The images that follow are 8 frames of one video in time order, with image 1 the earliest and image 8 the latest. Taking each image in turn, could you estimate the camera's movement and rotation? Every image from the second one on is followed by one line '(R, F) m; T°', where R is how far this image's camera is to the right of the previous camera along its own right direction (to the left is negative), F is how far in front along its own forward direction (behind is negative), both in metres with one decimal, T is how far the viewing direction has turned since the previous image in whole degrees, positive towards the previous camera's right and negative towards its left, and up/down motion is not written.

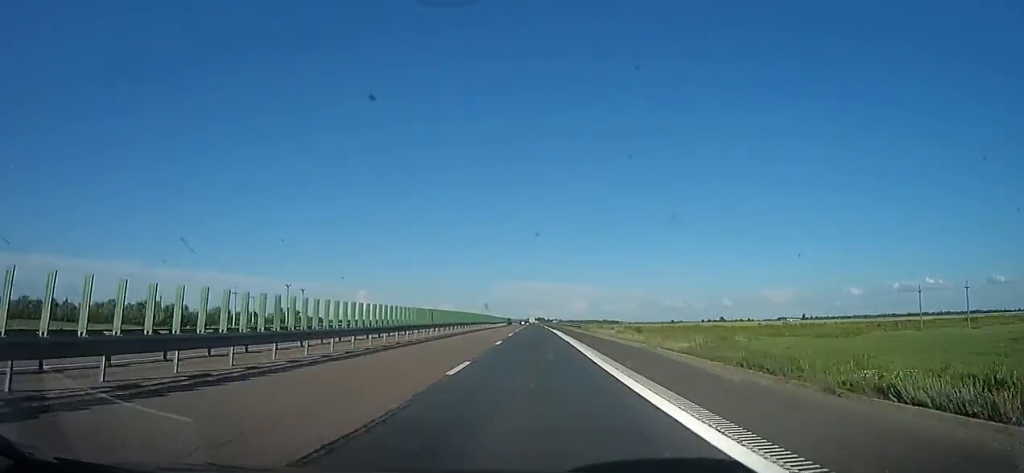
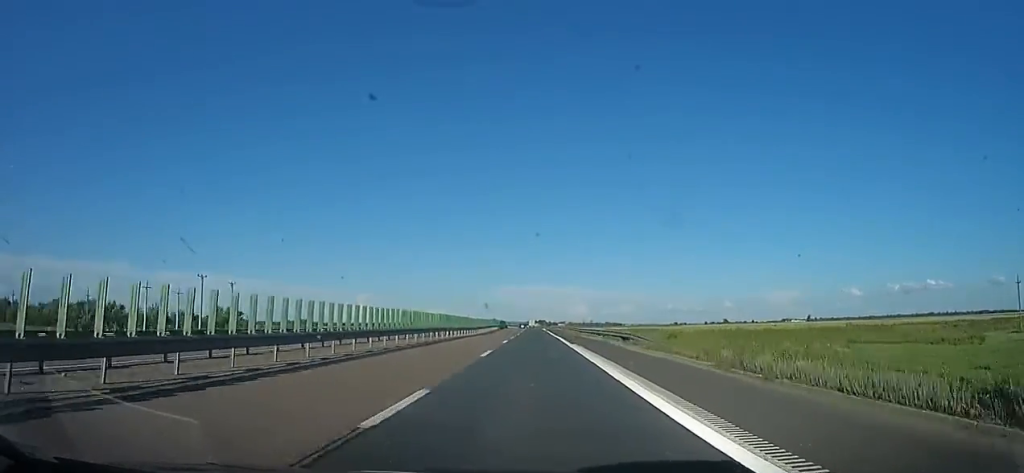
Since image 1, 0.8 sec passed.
(+0.4, +30.0) m; +1°
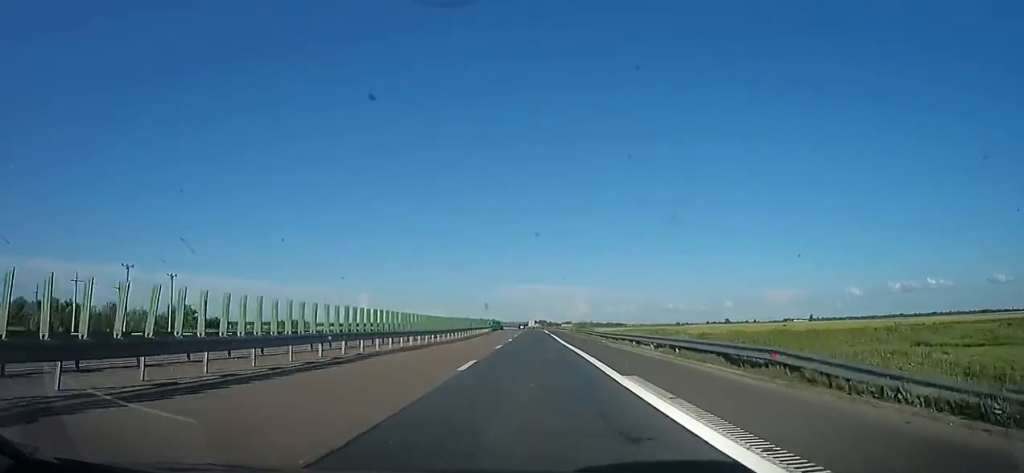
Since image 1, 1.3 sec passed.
(+0.7, +17.1) m; 0°
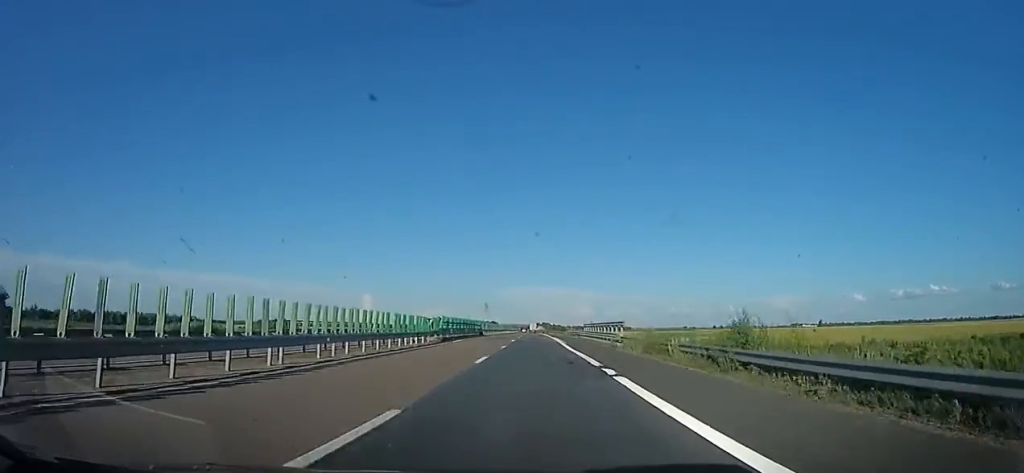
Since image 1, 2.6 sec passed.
(-1.5, +45.2) m; -2°
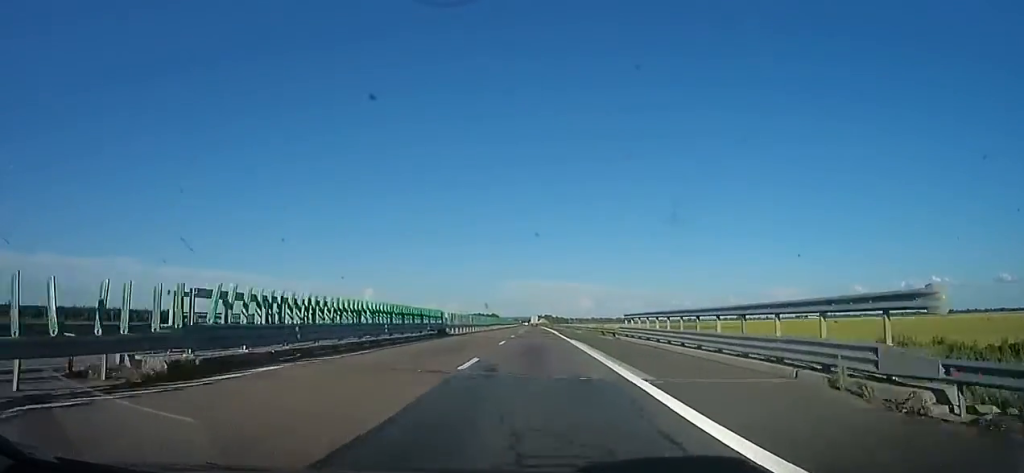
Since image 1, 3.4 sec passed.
(-0.2, +27.5) m; +2°
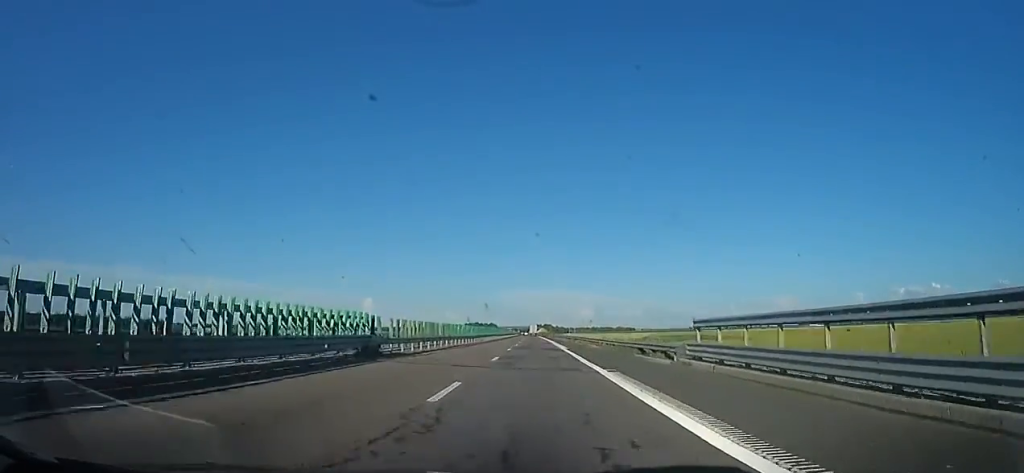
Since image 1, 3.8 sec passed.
(+0.5, +15.8) m; 0°
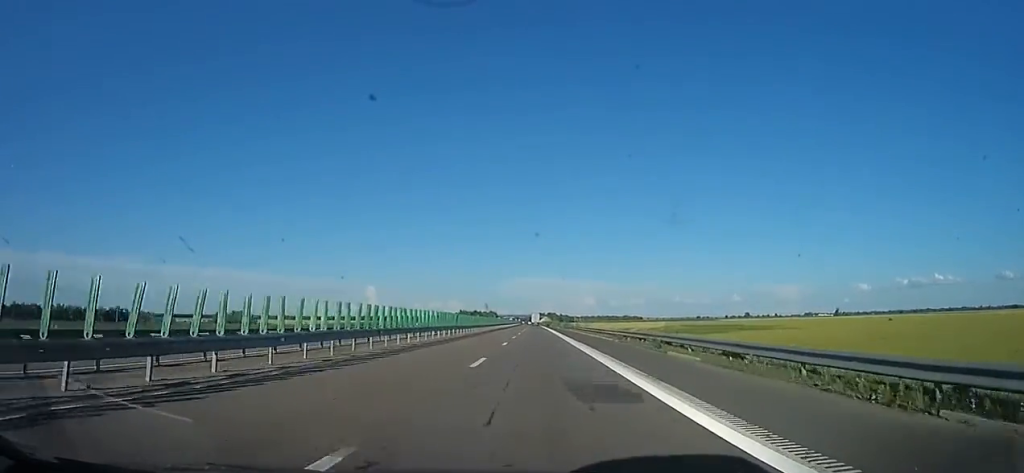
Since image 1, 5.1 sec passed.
(+0.1, +43.1) m; -1°
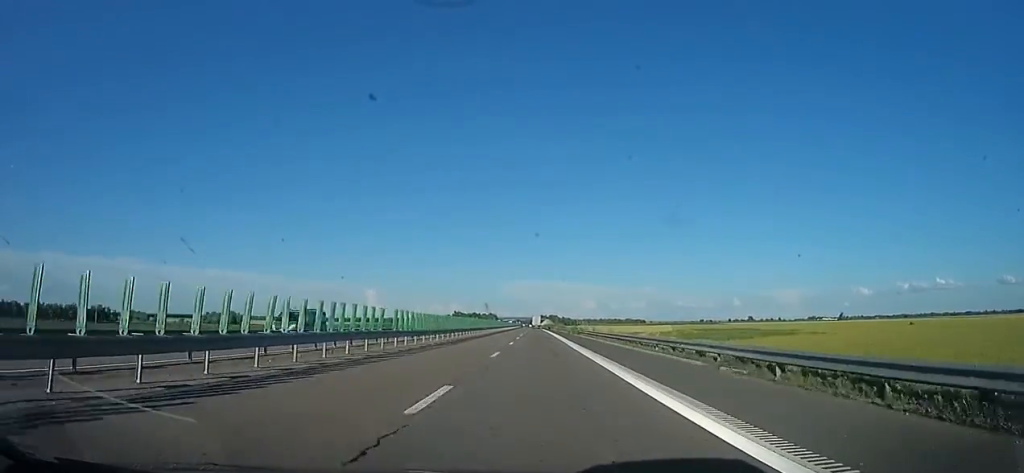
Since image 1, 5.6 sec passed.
(-0.3, +18.6) m; -1°
